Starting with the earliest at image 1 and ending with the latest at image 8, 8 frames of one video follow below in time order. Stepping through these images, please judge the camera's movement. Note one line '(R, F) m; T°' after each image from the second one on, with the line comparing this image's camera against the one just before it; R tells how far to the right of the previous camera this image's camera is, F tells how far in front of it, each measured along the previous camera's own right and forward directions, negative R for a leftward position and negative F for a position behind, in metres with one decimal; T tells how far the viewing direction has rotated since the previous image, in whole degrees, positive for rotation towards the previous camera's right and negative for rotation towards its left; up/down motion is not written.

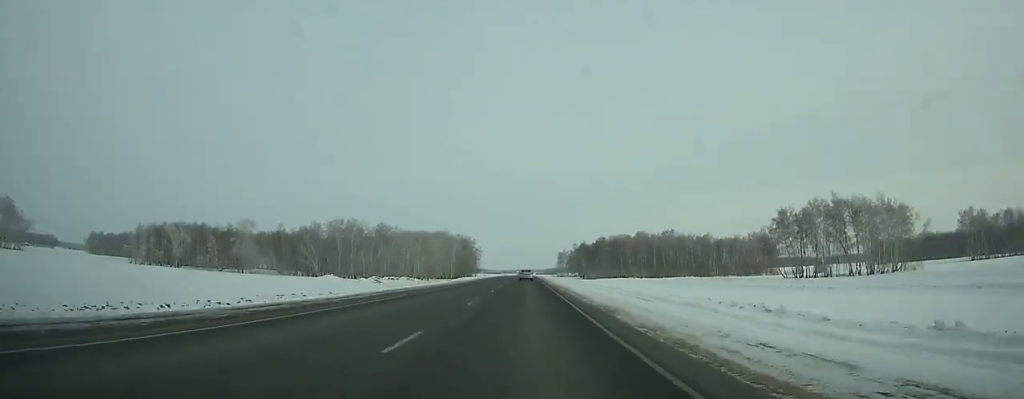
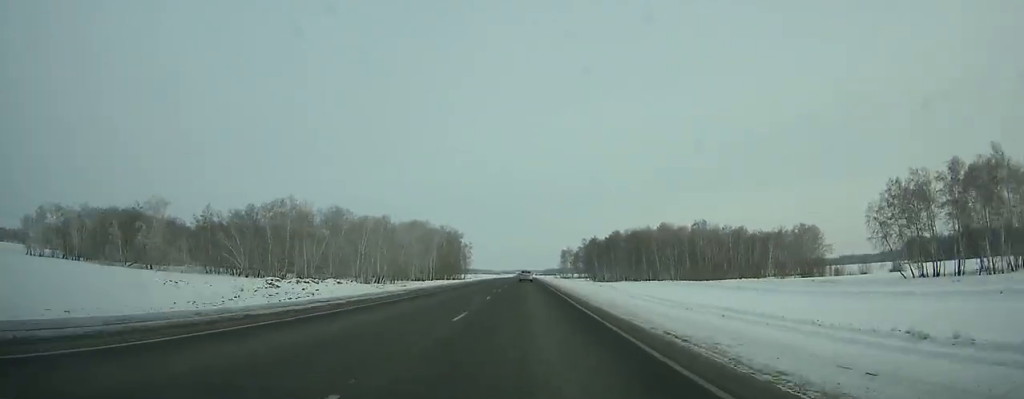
(-0.2, +54.0) m; 0°
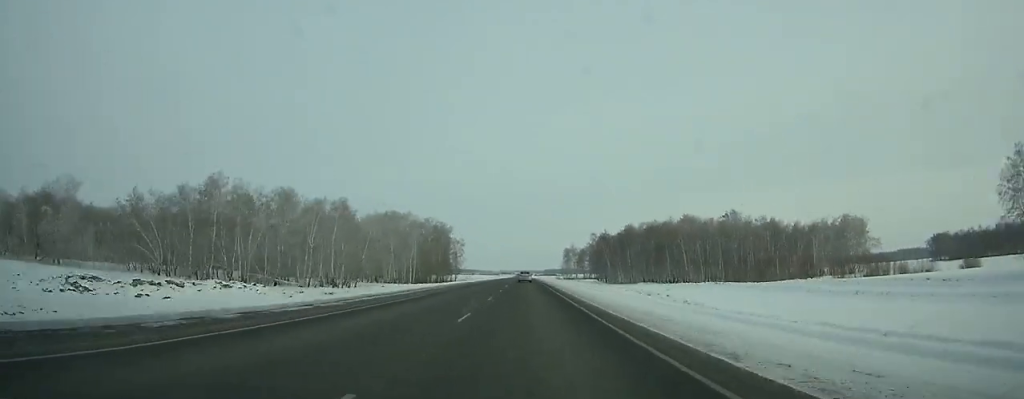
(-0.1, +35.8) m; 0°
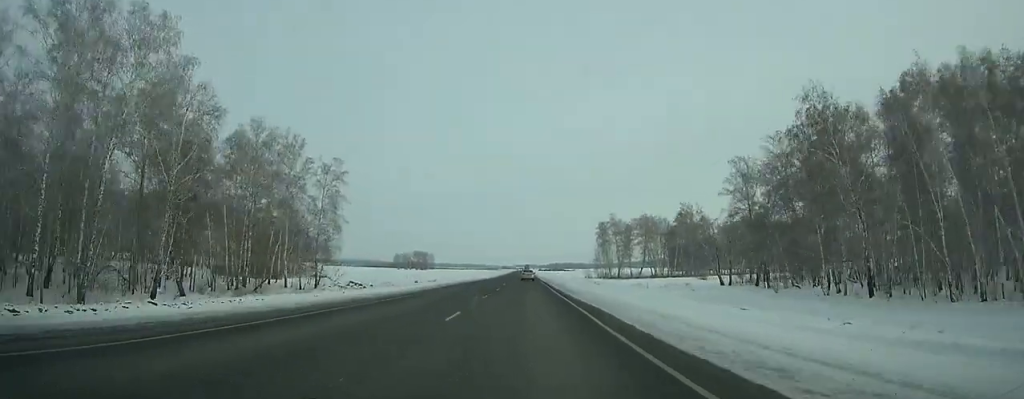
(+0.7, +168.0) m; 0°
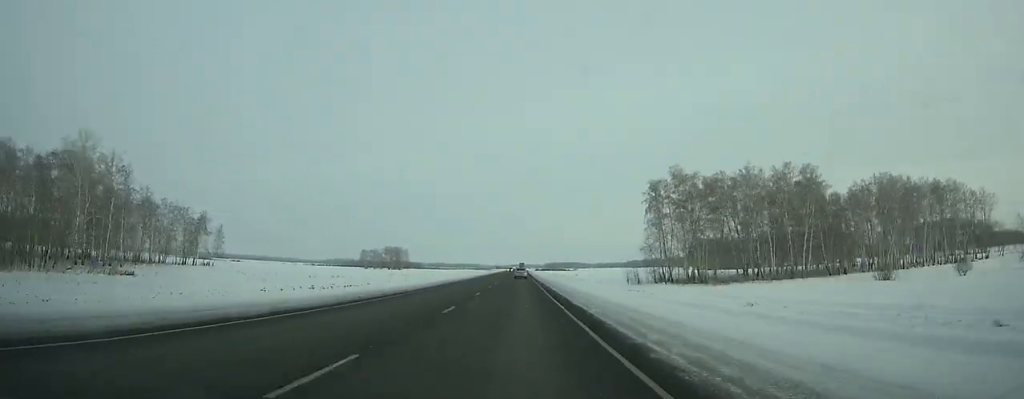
(+0.4, +92.7) m; 0°
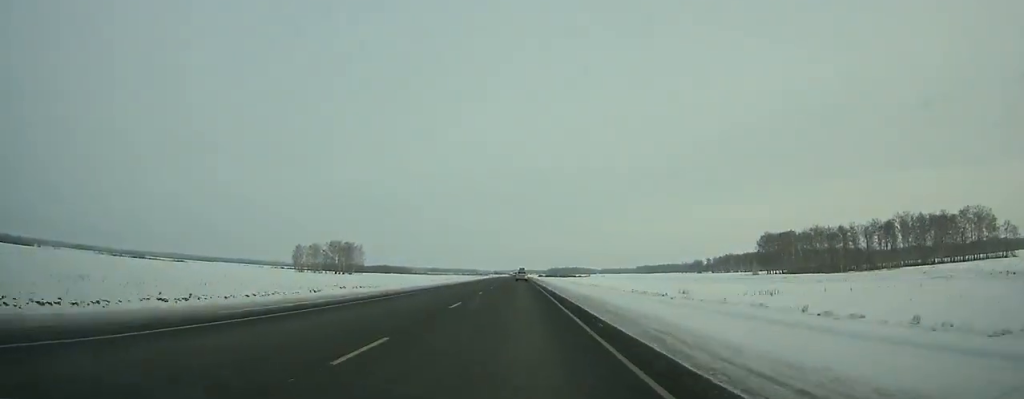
(-0.7, +132.8) m; 0°
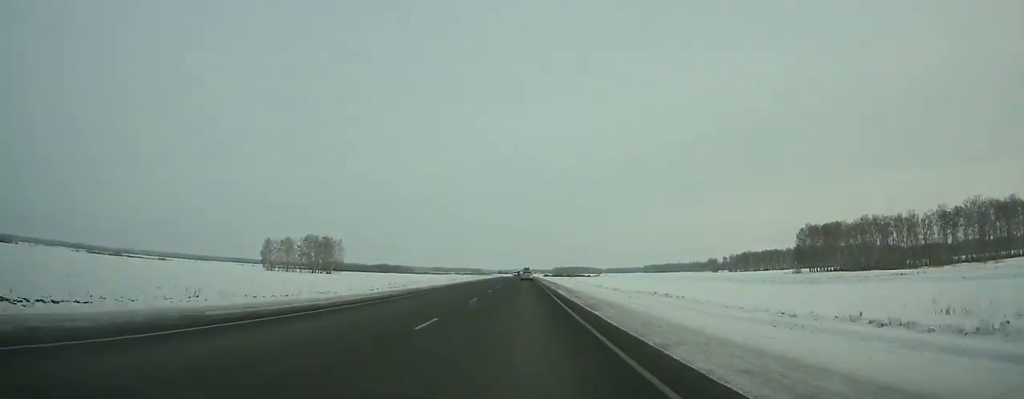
(0.0, +43.5) m; 0°
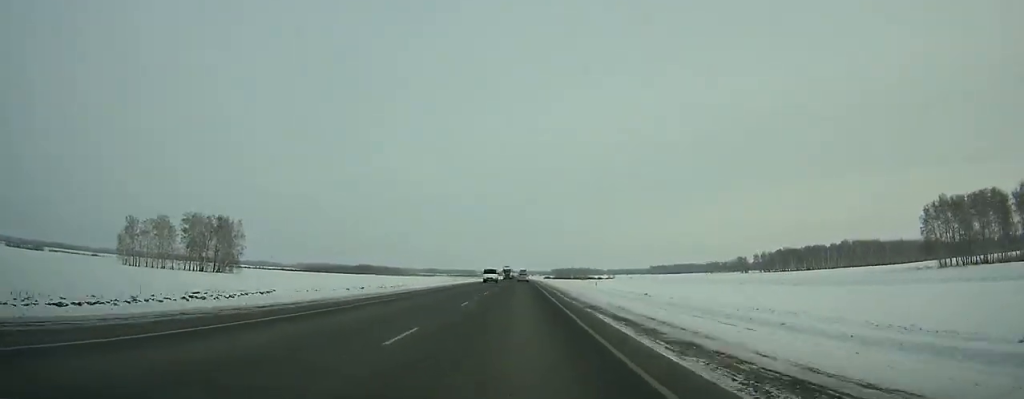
(-0.1, +99.8) m; 0°
